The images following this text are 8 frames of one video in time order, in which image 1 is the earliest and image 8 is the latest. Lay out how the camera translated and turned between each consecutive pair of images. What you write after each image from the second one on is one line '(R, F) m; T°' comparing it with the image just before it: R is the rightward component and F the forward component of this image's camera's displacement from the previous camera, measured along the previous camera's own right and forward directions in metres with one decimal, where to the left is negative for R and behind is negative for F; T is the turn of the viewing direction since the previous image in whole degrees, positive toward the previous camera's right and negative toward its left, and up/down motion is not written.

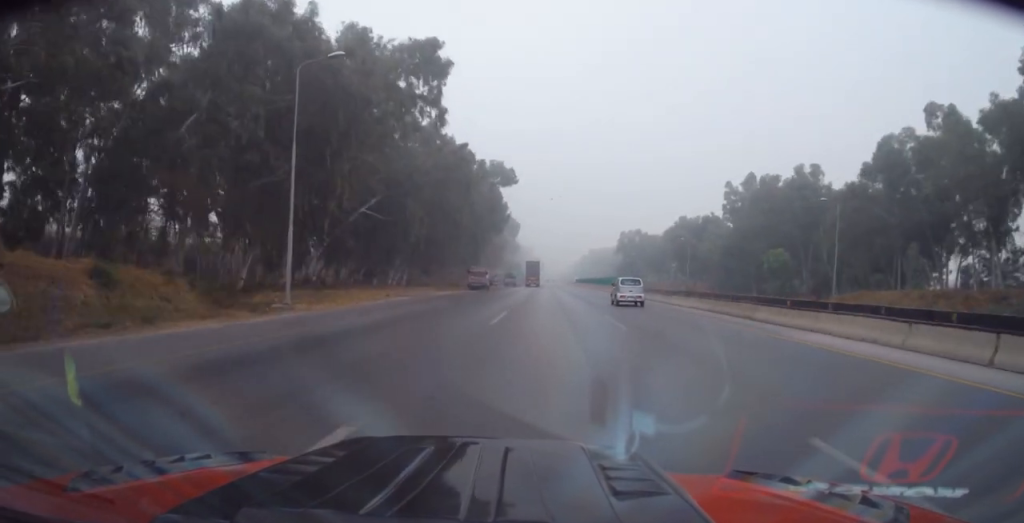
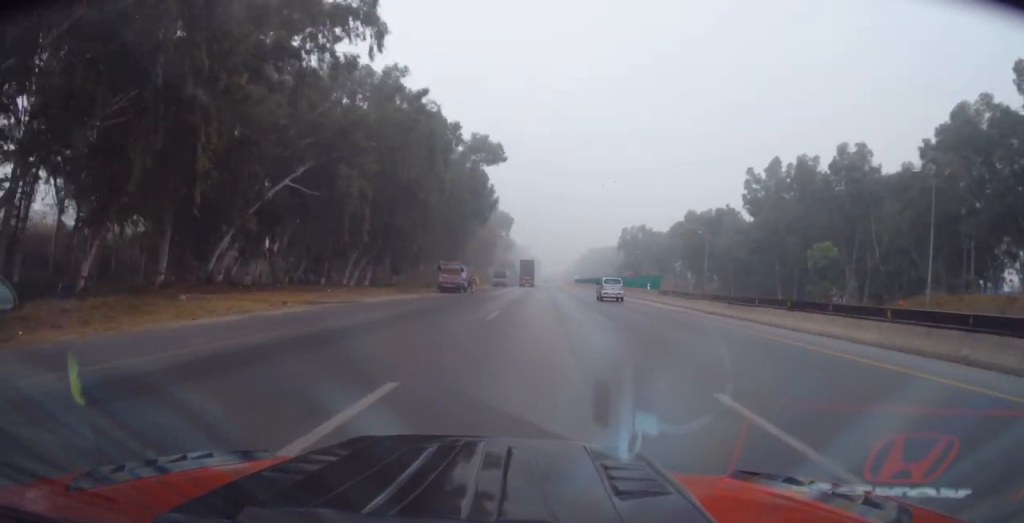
(+0.3, +15.7) m; +1°
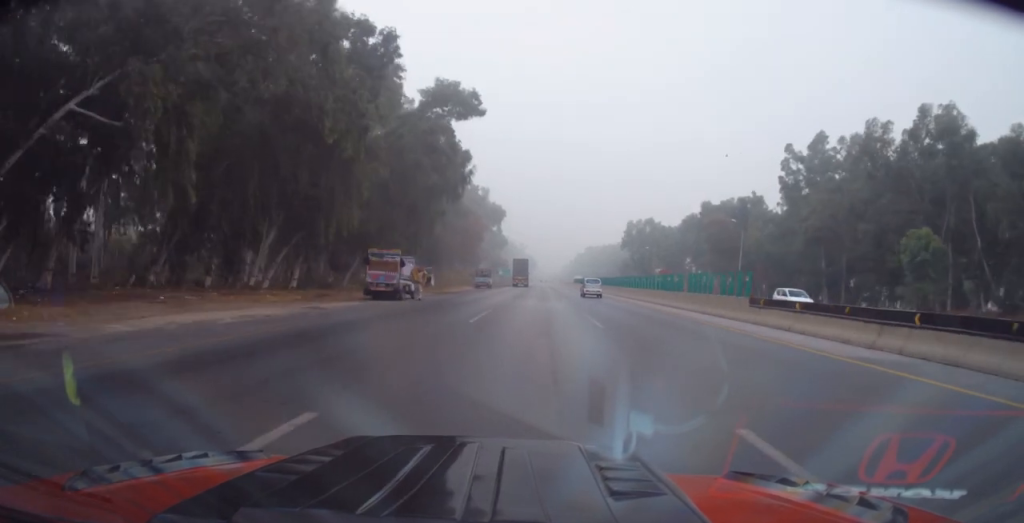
(+0.1, +19.8) m; -1°
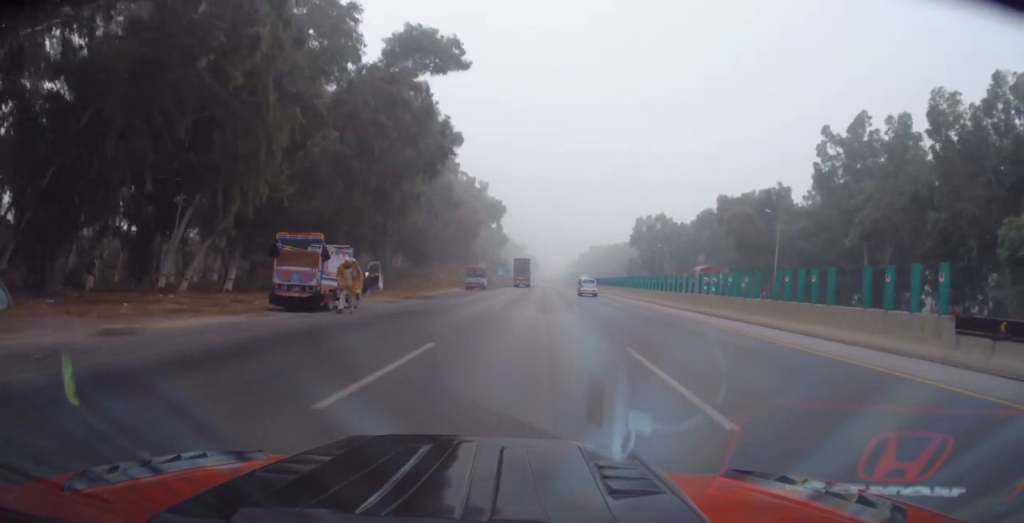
(-0.3, +11.7) m; +1°
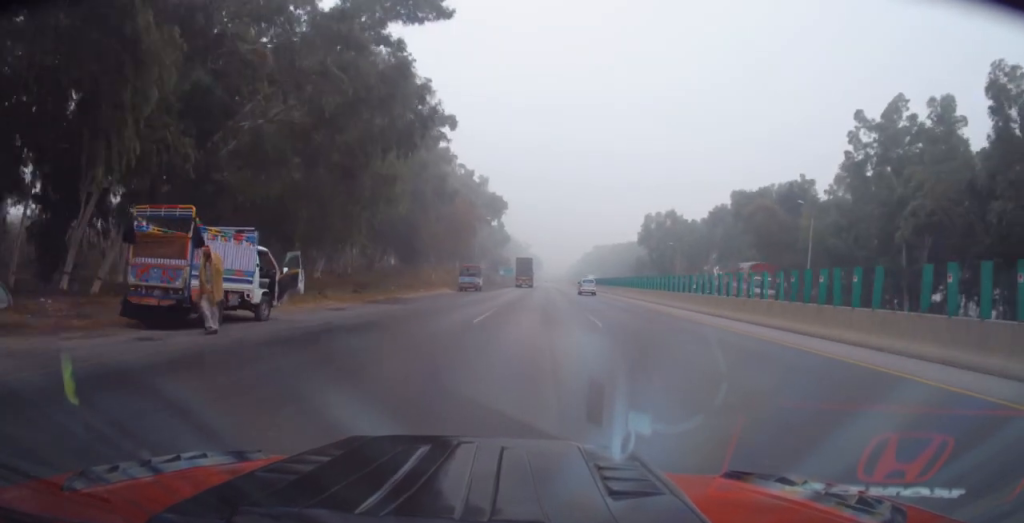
(-0.1, +8.2) m; 0°
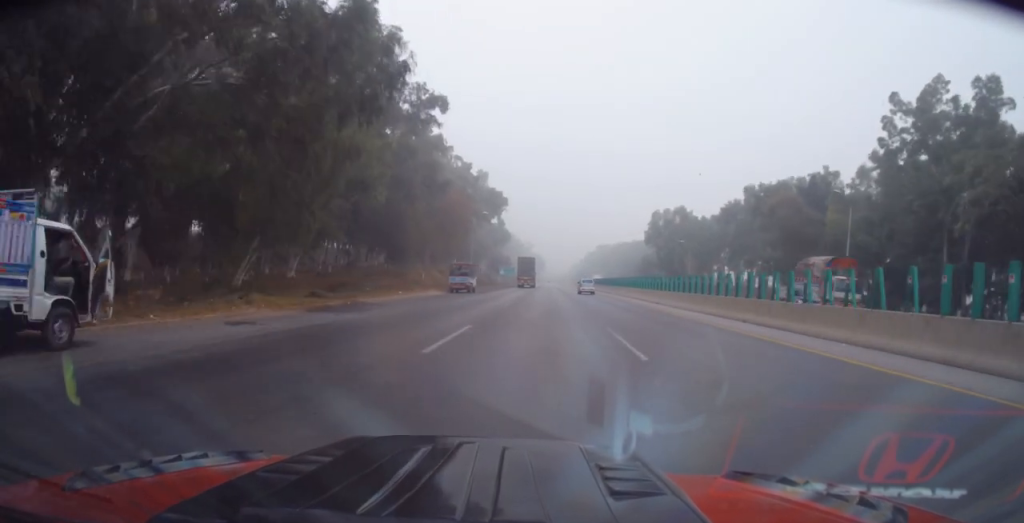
(+0.3, +7.7) m; 0°
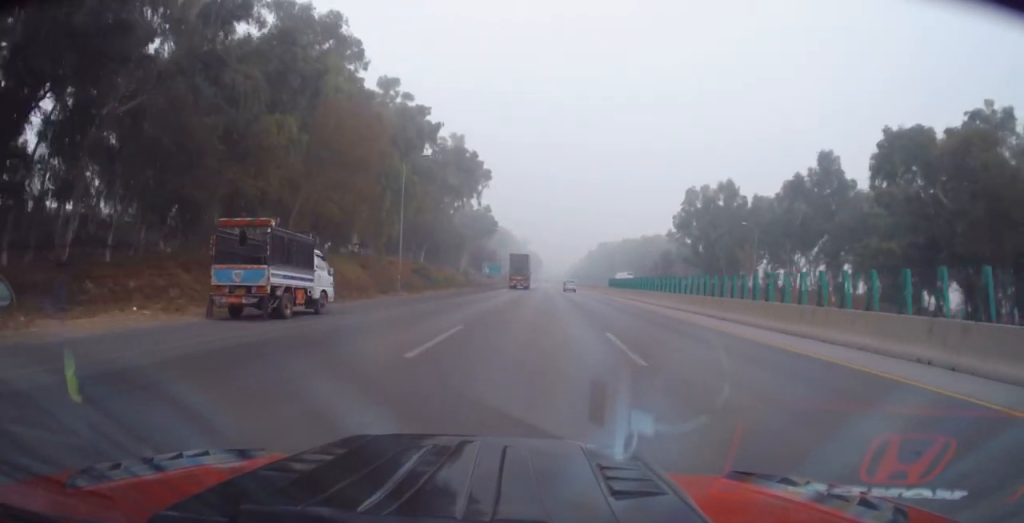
(-0.9, +37.2) m; -2°
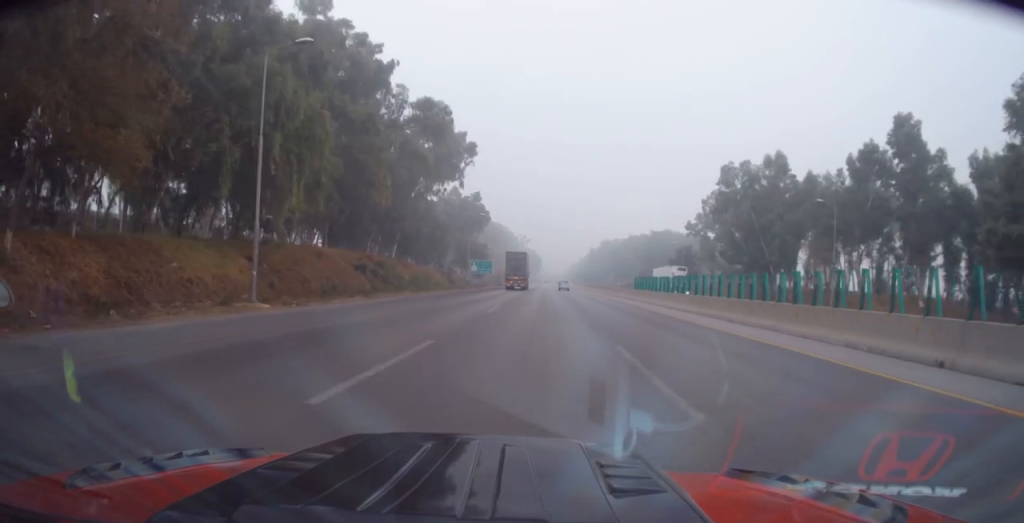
(0.0, +21.9) m; 0°
